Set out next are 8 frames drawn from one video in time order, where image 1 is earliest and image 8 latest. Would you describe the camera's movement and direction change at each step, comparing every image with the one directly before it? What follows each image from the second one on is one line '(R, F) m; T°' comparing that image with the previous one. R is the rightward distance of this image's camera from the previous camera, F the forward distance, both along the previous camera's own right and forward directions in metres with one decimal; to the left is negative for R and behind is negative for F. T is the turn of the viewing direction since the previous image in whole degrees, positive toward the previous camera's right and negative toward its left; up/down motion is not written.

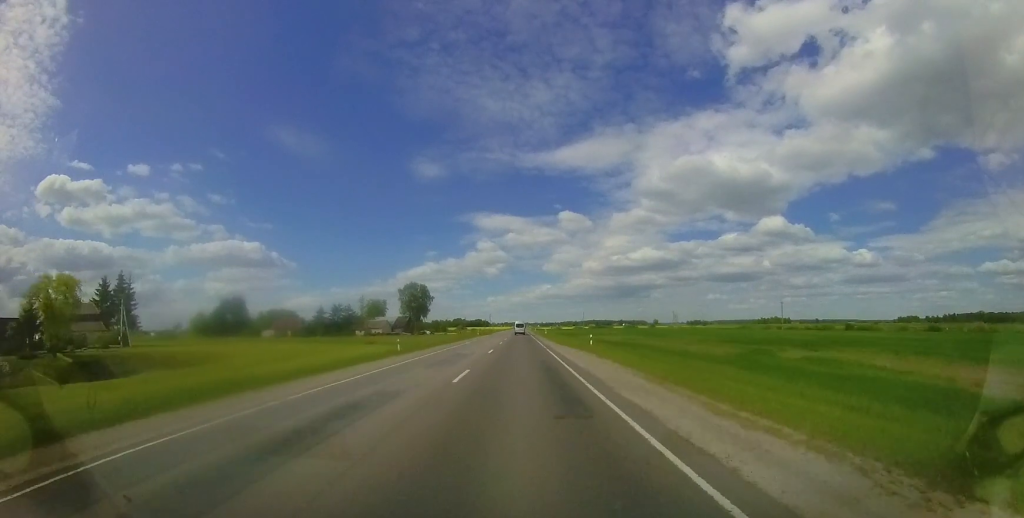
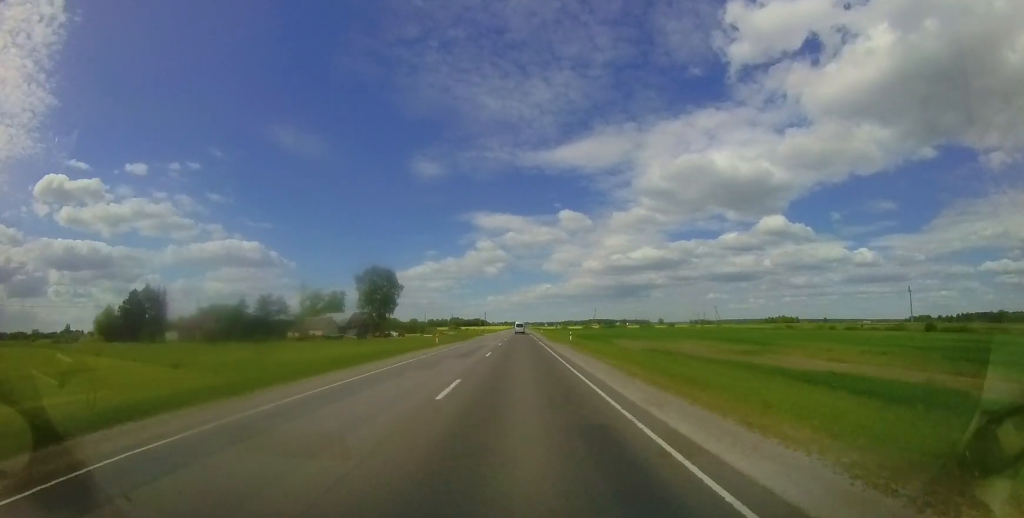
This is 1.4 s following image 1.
(-0.3, +38.6) m; 0°
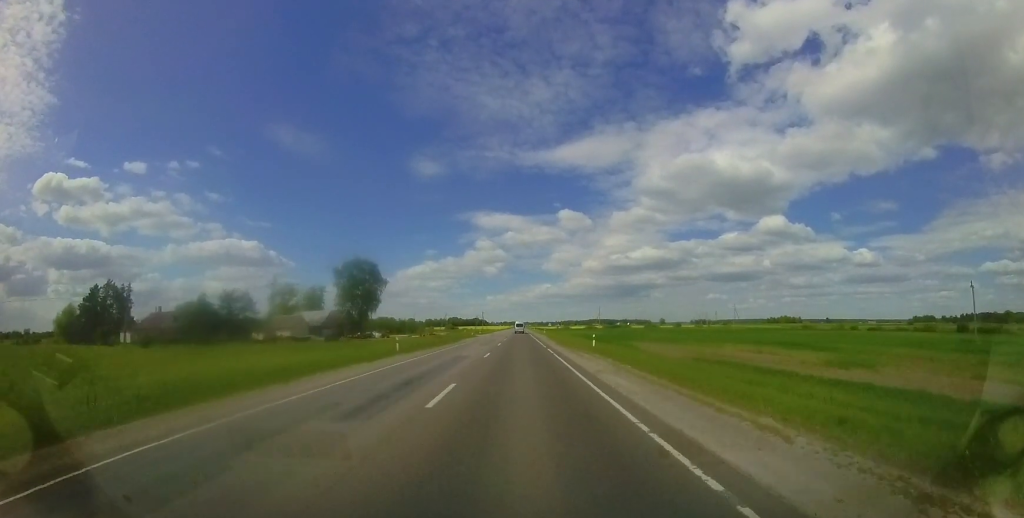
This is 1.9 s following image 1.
(0.0, +12.5) m; 0°
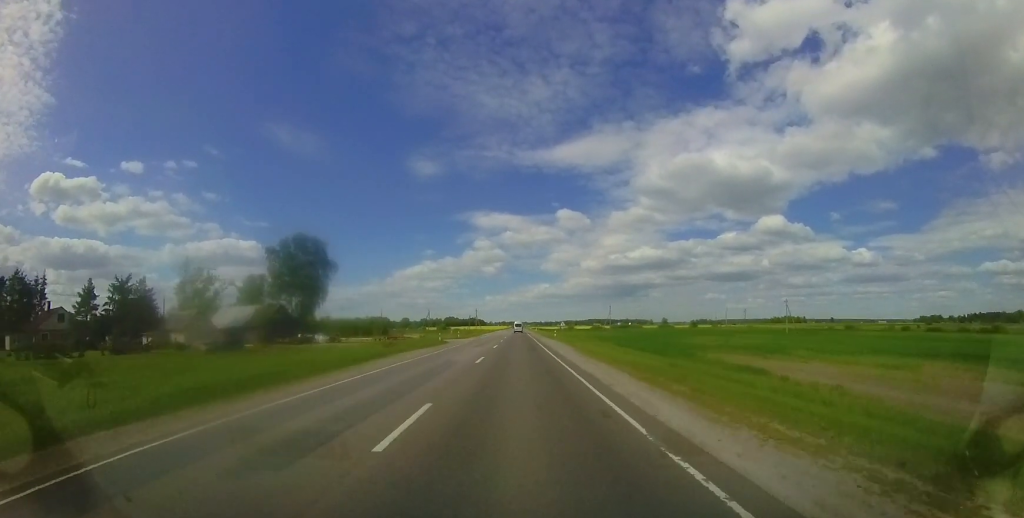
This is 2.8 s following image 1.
(0.0, +26.0) m; 0°
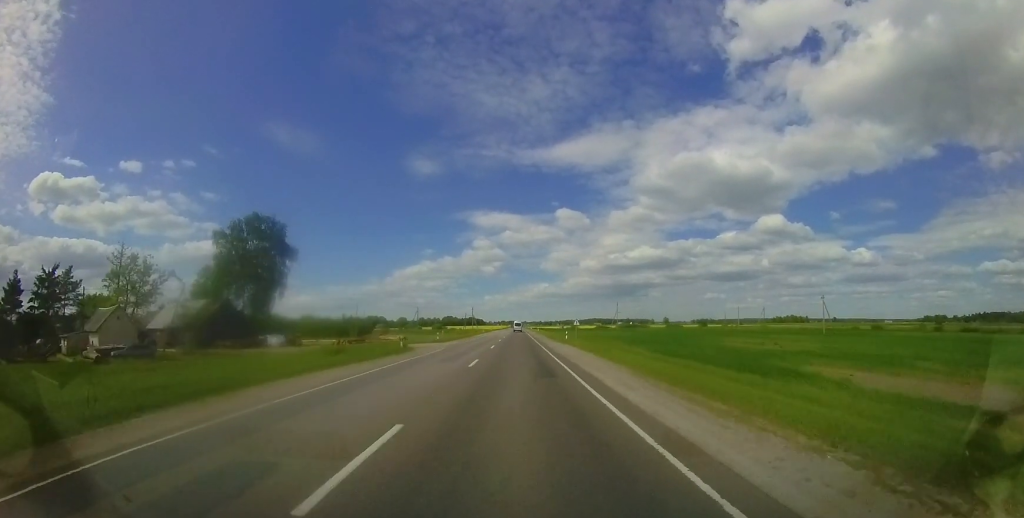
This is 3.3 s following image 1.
(0.0, +13.6) m; 0°
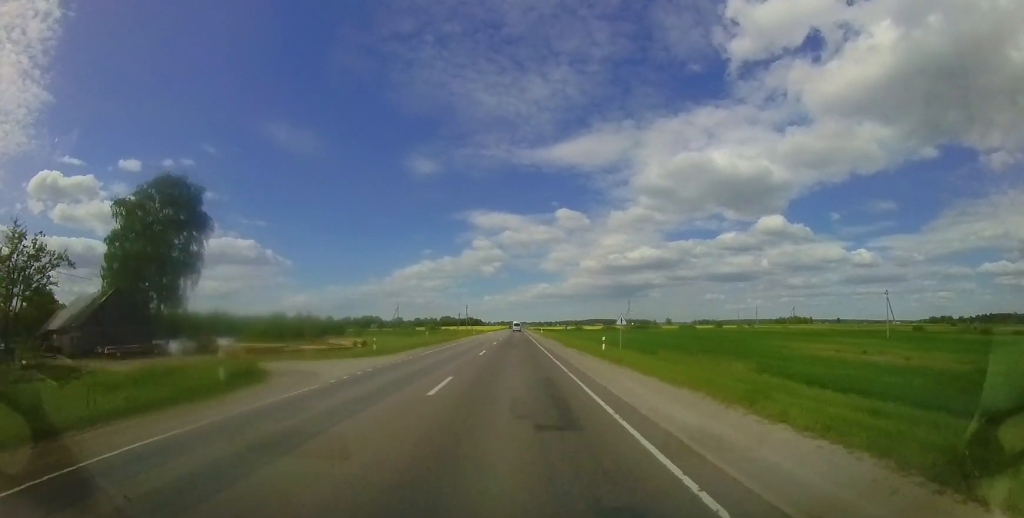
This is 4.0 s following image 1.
(0.0, +18.1) m; 0°
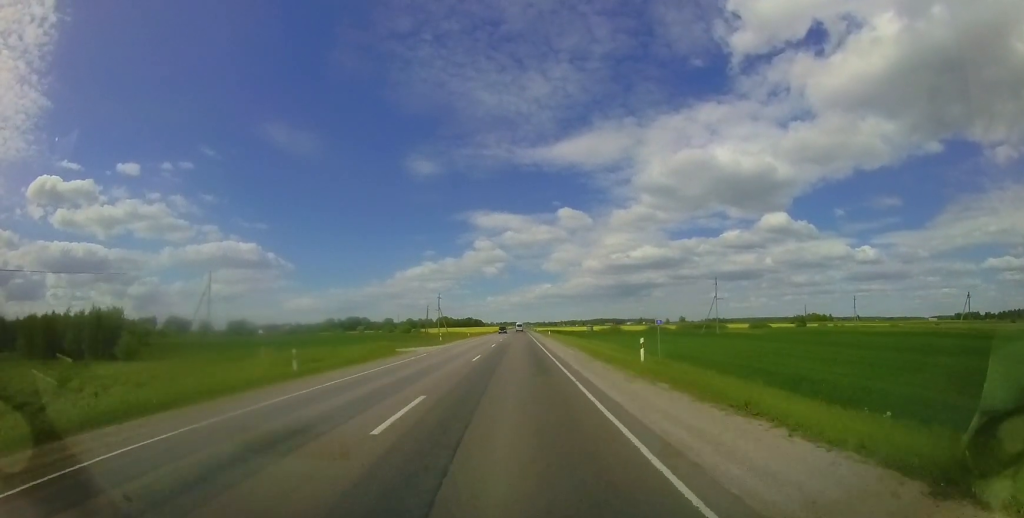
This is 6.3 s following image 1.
(-0.2, +62.3) m; -1°
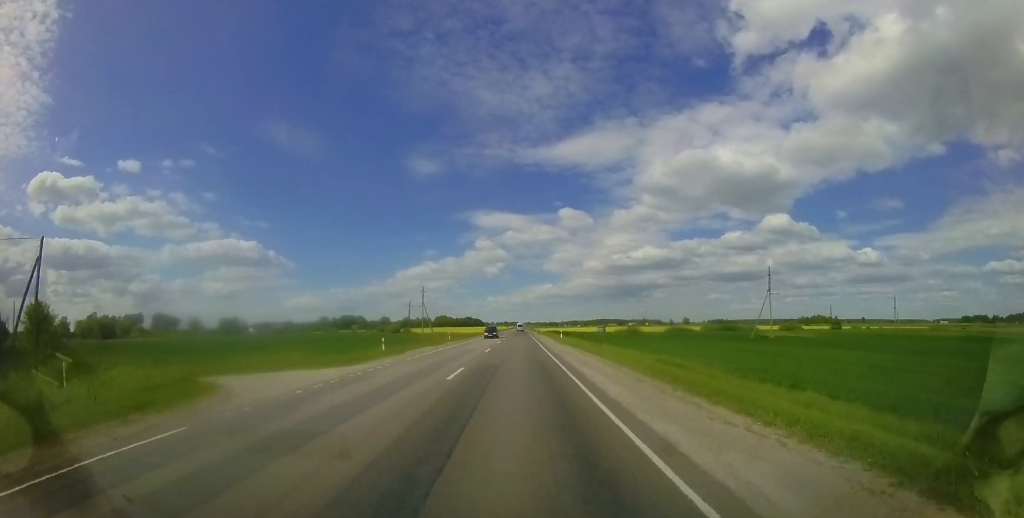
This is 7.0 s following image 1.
(0.0, +18.2) m; 0°
